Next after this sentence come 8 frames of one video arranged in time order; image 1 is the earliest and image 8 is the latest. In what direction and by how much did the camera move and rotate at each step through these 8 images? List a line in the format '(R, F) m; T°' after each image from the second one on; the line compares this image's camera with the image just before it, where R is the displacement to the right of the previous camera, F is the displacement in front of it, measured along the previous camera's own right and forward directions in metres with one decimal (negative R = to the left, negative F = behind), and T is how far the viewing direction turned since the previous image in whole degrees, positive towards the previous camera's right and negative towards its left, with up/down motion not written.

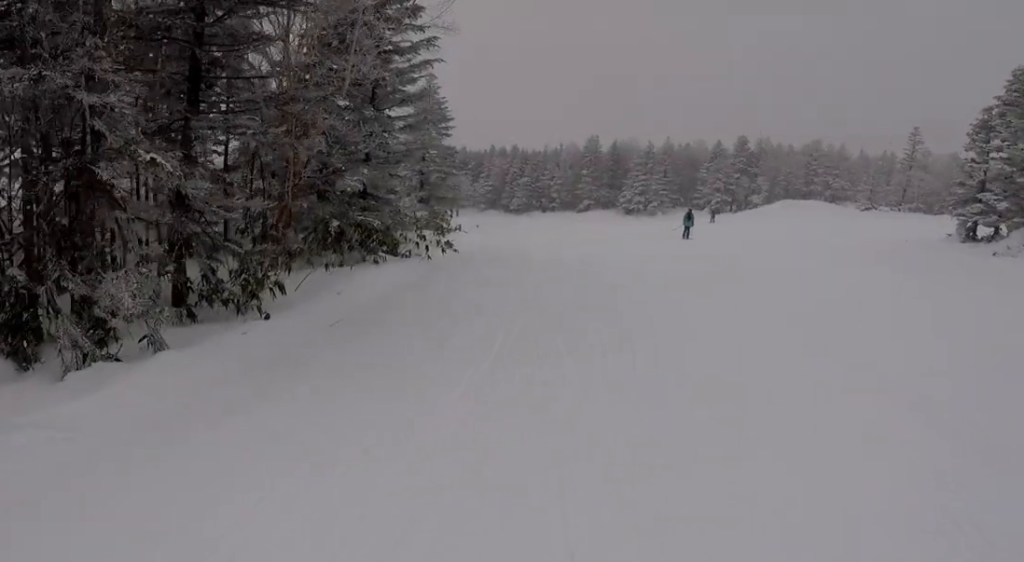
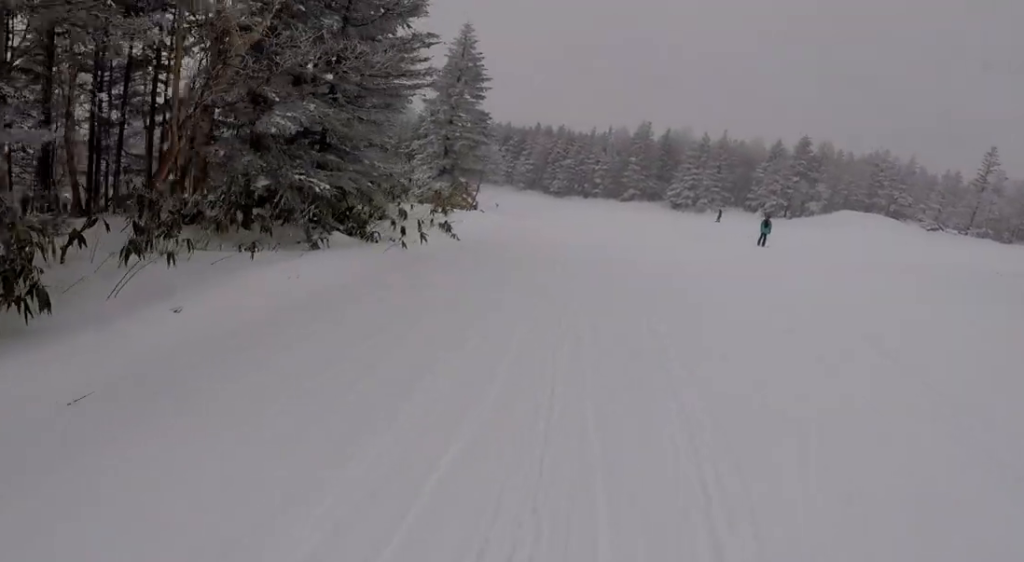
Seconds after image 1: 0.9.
(+0.4, +5.9) m; +11°
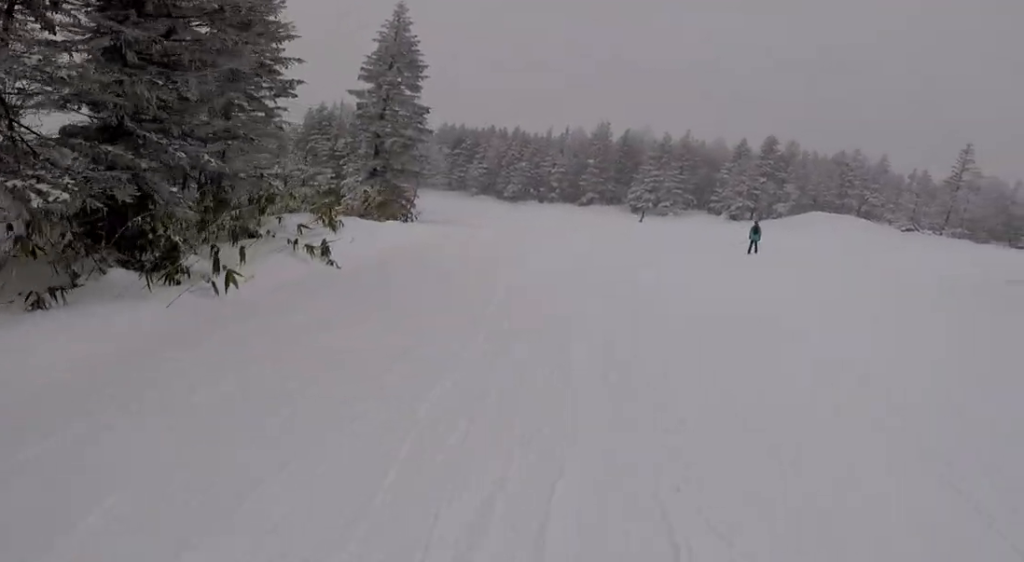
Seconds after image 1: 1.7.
(+0.8, +4.8) m; 0°
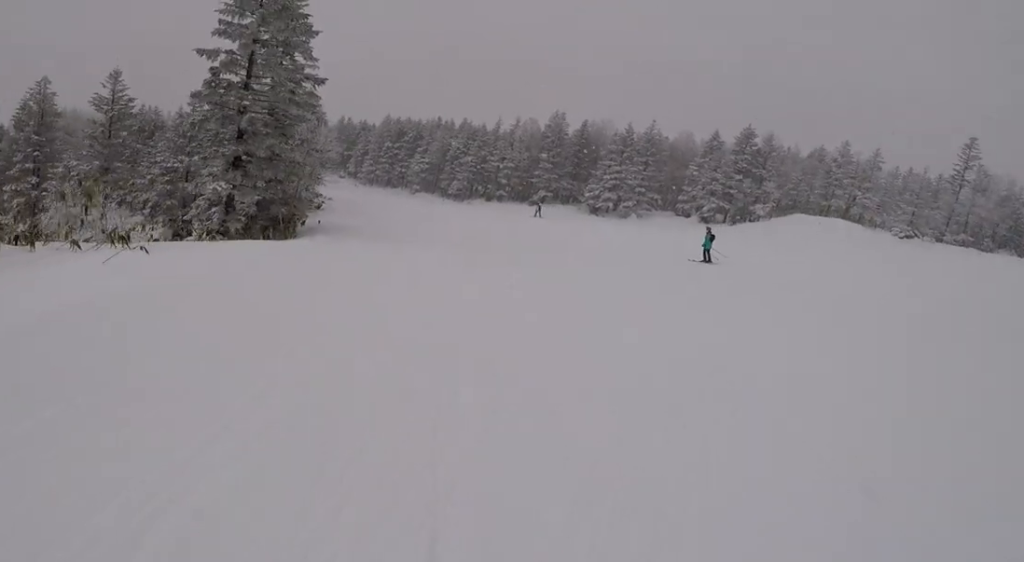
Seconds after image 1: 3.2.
(-1.4, +9.3) m; -10°
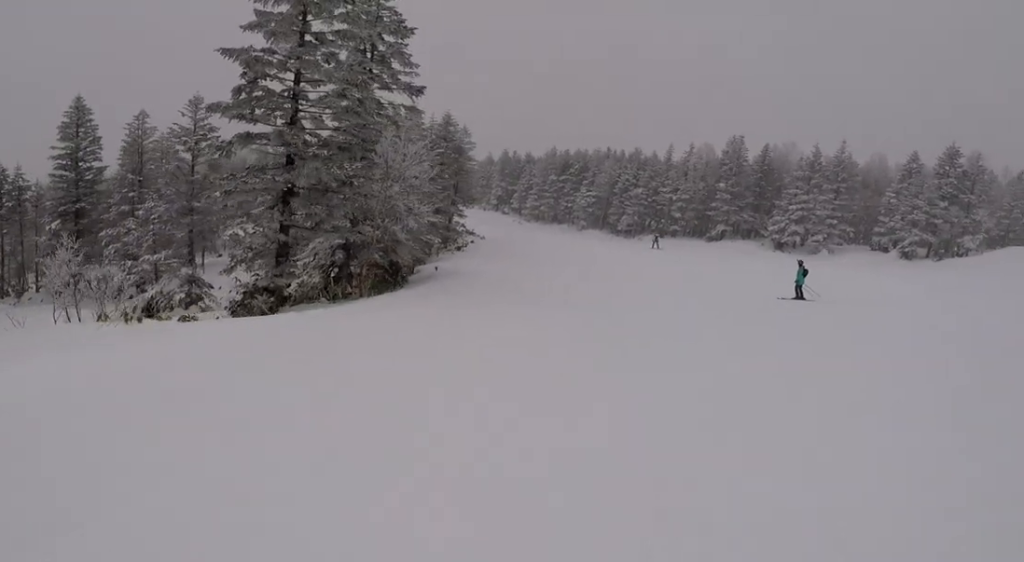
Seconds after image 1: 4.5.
(+0.7, +7.6) m; +4°
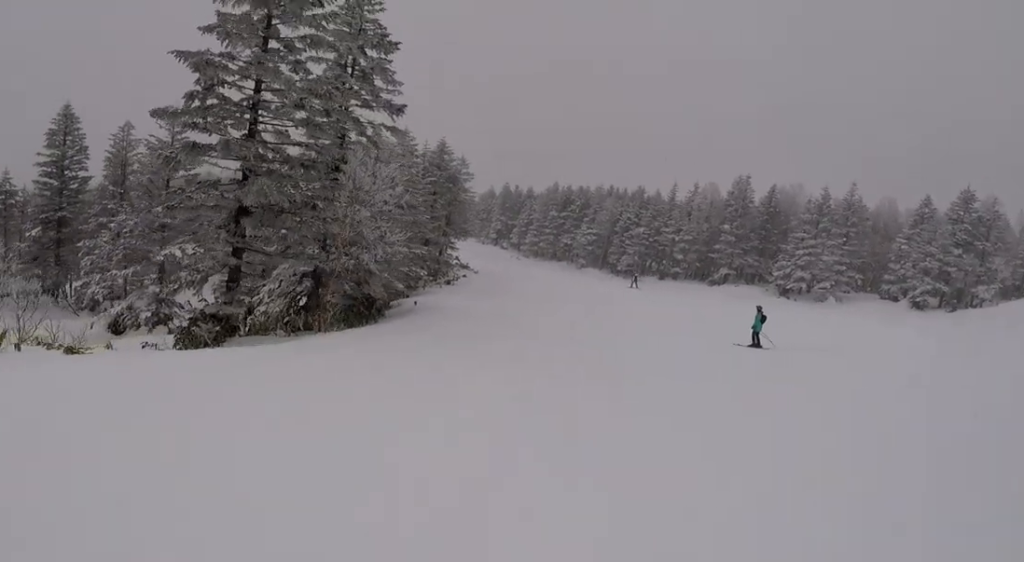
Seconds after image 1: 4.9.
(+0.5, +2.3) m; -1°
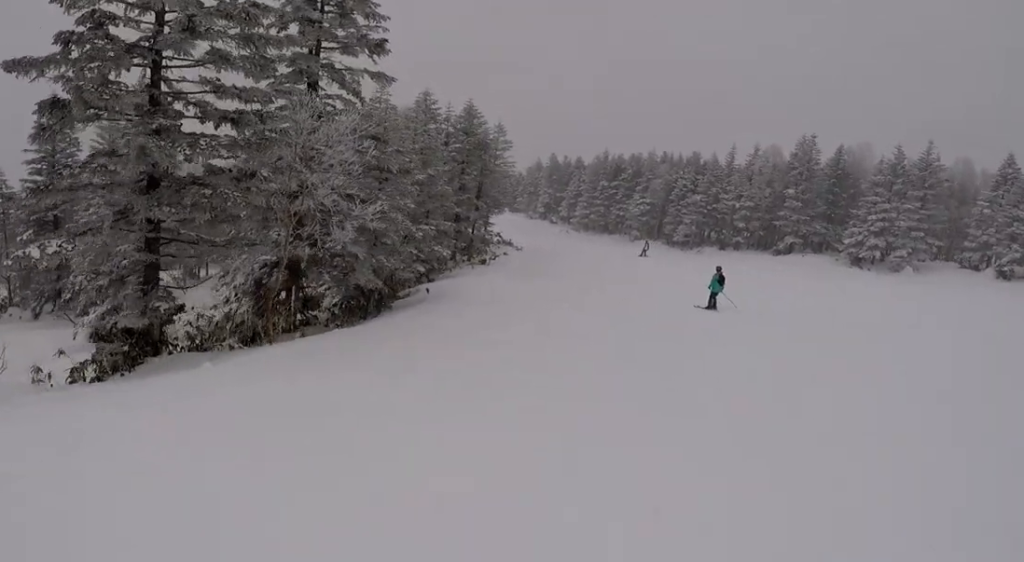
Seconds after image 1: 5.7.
(-1.2, +5.2) m; -19°
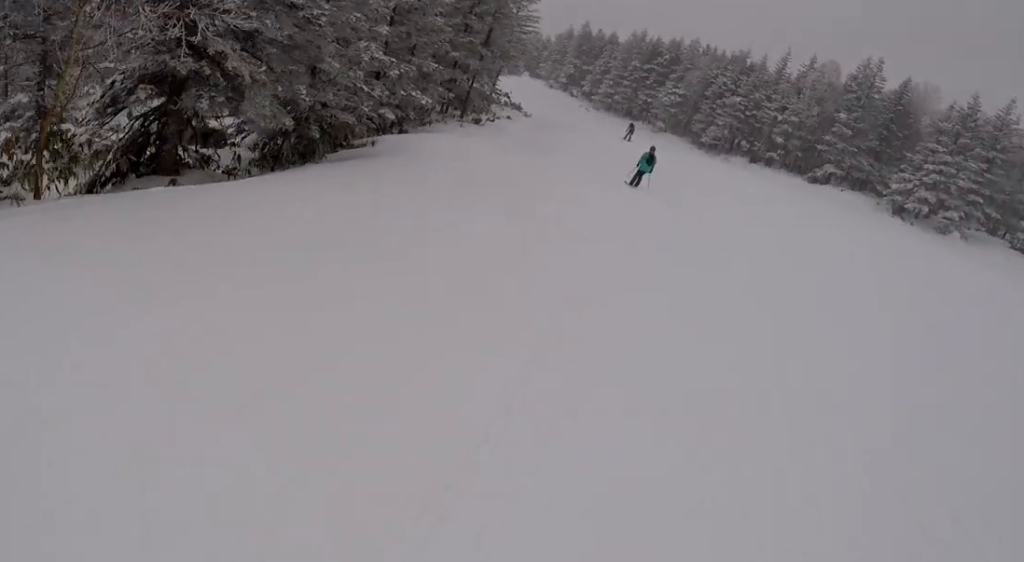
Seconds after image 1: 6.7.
(-0.9, +6.1) m; -3°
